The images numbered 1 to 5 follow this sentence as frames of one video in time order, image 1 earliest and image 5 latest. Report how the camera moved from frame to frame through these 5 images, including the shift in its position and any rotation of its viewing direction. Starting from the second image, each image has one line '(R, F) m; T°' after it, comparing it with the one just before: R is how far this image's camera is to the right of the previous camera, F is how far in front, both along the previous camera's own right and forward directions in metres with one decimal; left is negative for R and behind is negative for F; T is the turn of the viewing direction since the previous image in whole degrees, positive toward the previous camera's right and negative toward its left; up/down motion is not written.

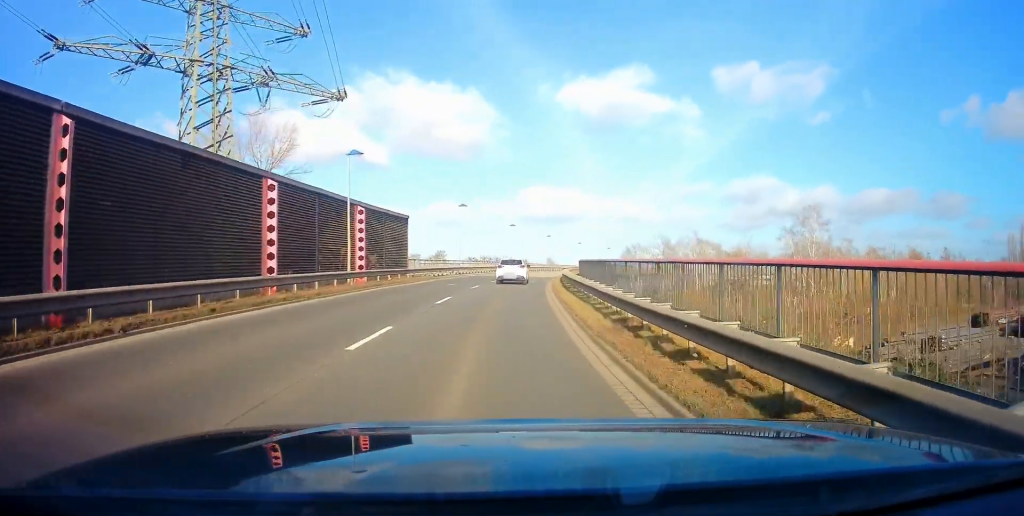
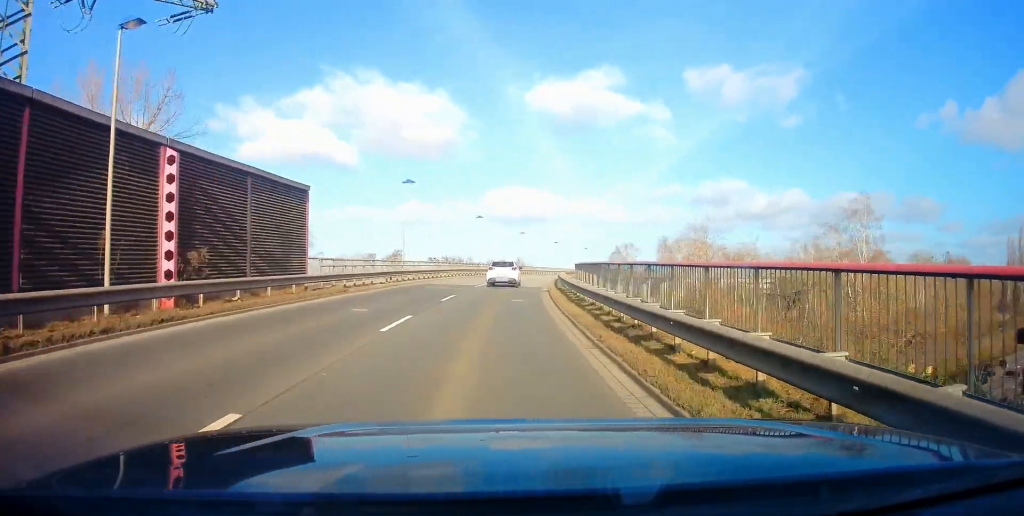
(+0.4, +15.2) m; +3°
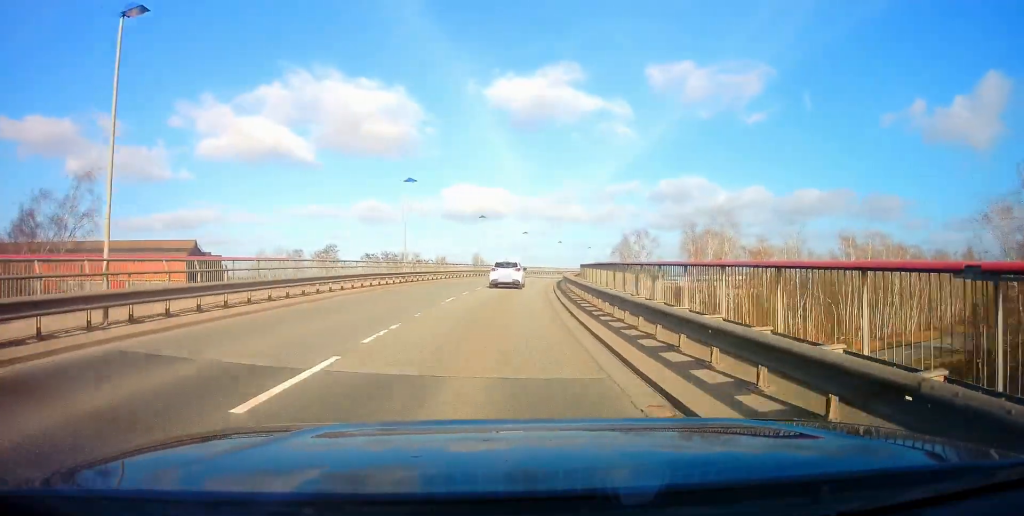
(+1.2, +25.2) m; +5°
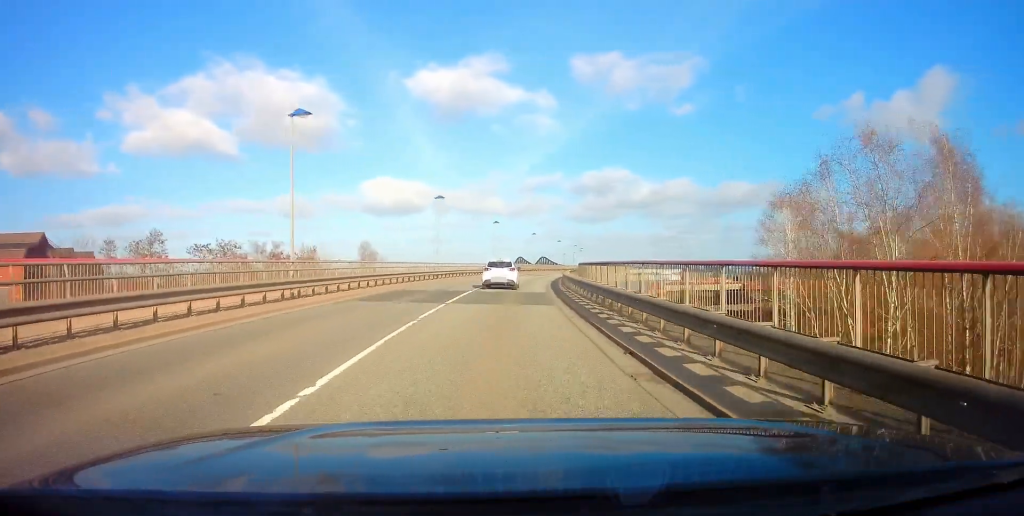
(+2.1, +39.6) m; +7°
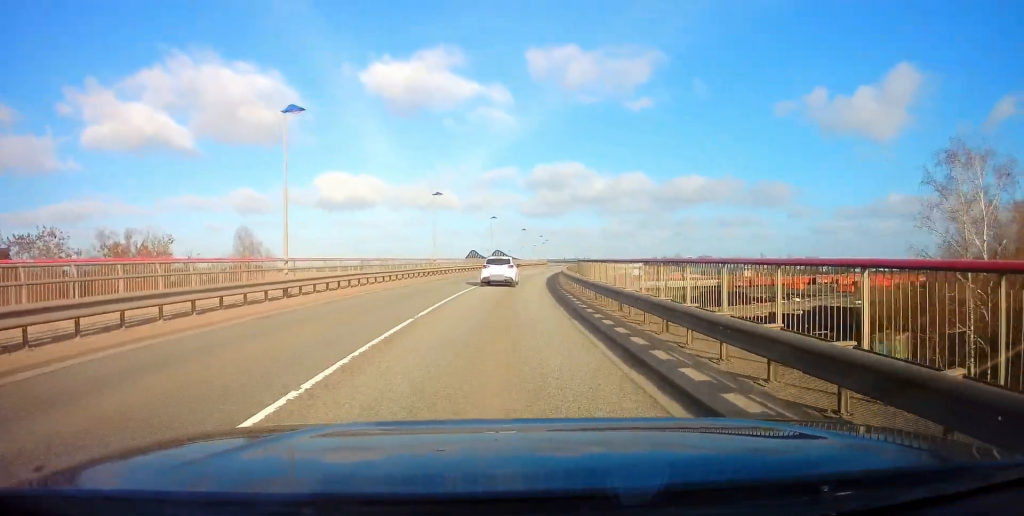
(+1.2, +24.5) m; +6°
